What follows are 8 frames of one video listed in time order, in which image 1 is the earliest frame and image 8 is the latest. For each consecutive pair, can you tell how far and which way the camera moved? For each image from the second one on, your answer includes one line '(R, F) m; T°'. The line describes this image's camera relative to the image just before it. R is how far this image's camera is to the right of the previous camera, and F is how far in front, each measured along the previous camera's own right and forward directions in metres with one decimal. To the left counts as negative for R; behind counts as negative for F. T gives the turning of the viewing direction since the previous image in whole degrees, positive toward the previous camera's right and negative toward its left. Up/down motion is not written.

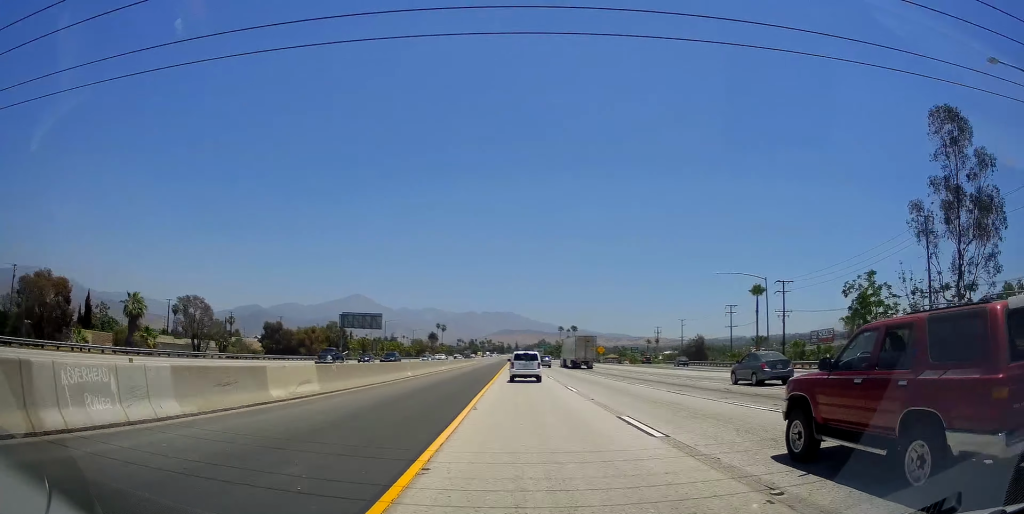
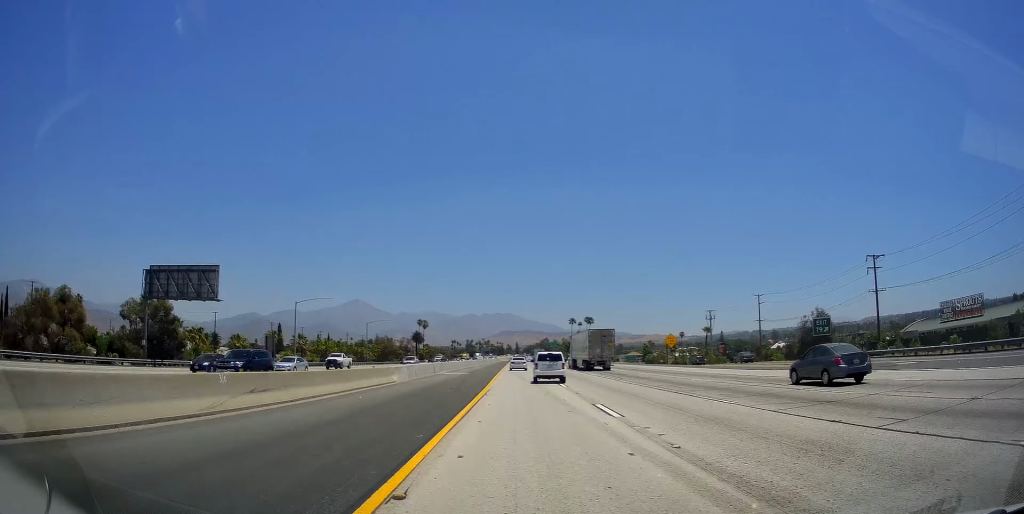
(0.0, +70.2) m; 0°
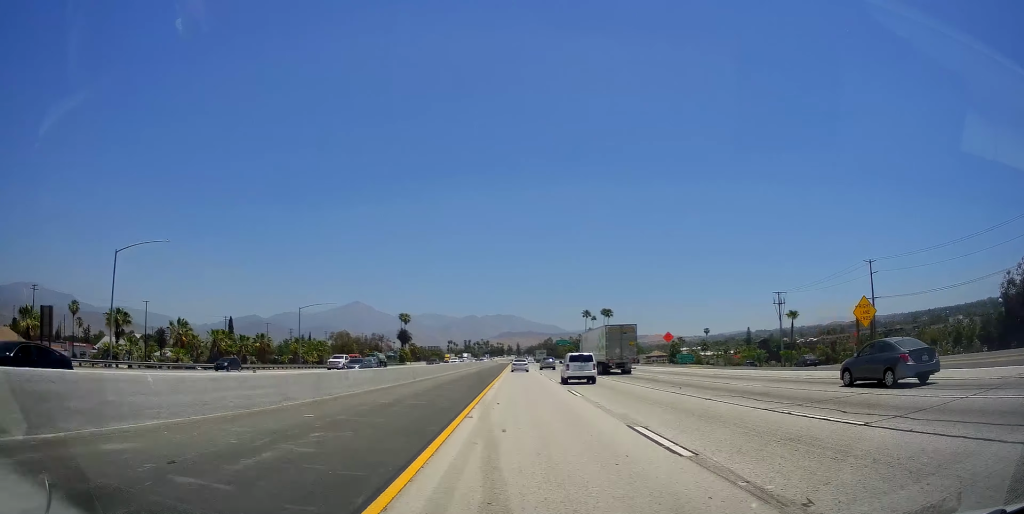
(-0.1, +48.6) m; 0°
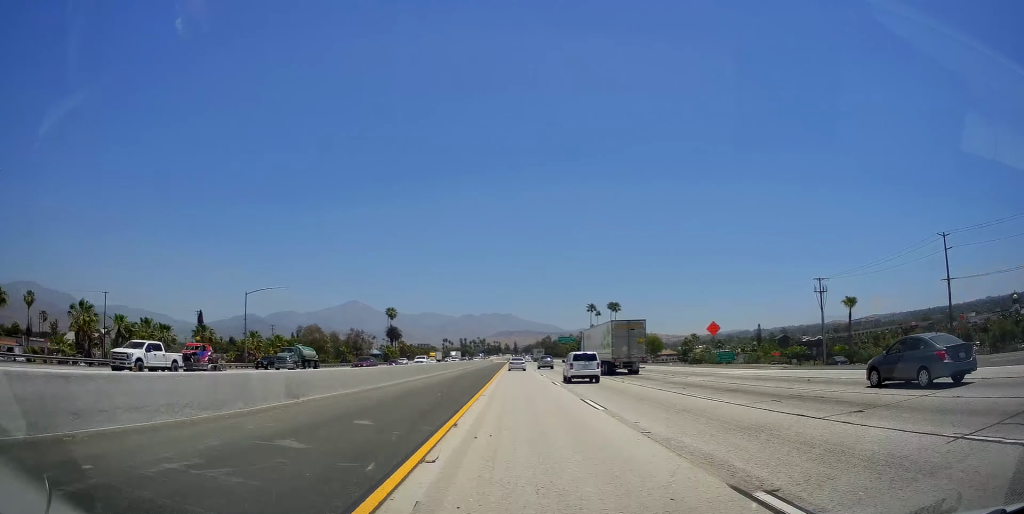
(0.0, +21.6) m; 0°
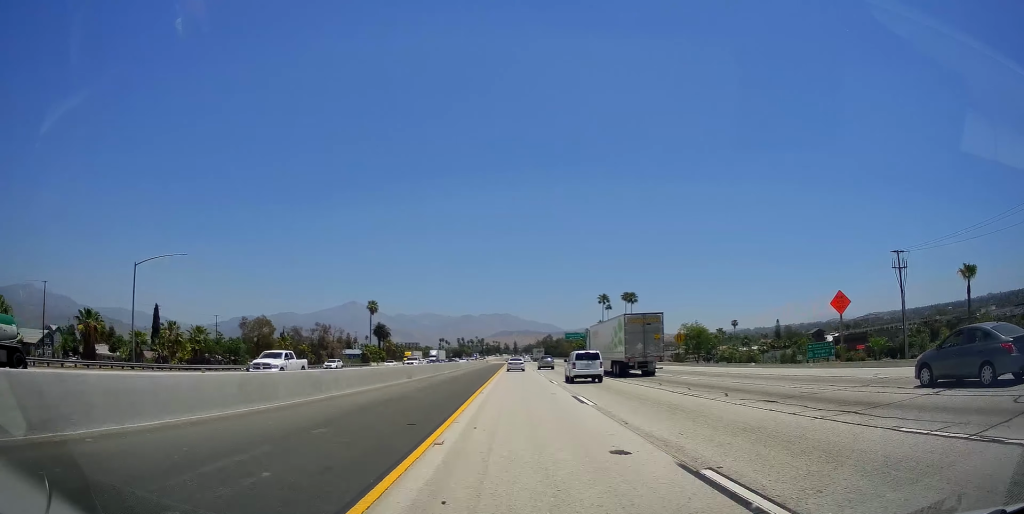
(-0.2, +29.1) m; 0°
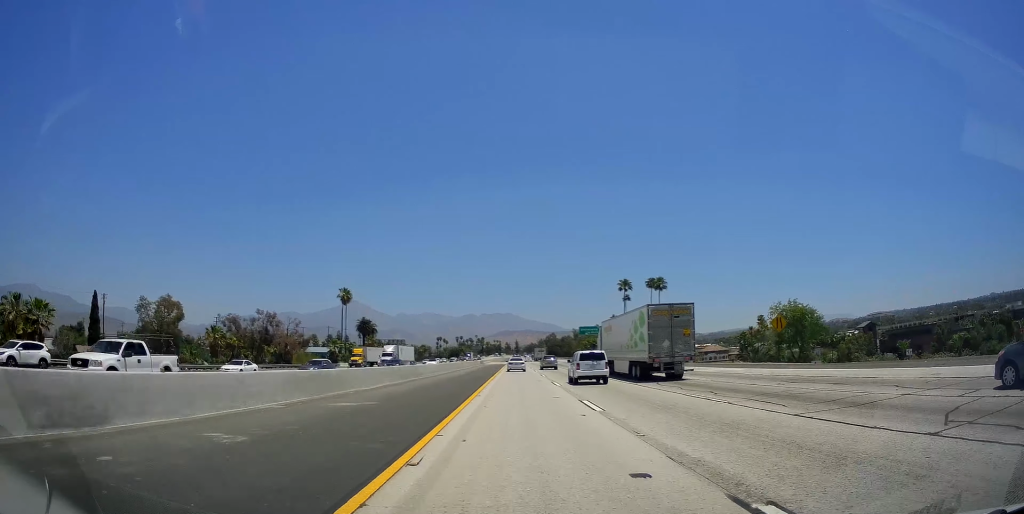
(+0.2, +30.5) m; 0°
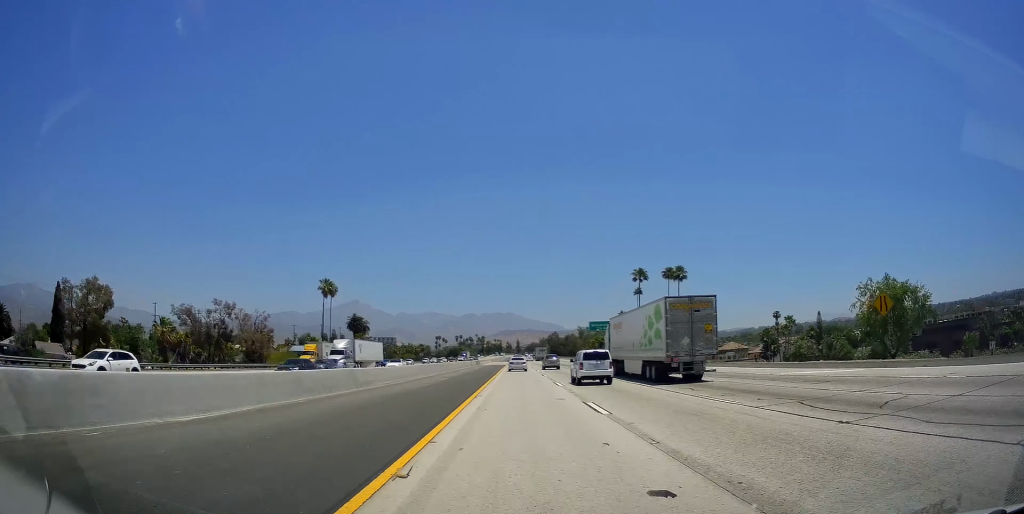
(0.0, +15.2) m; 0°
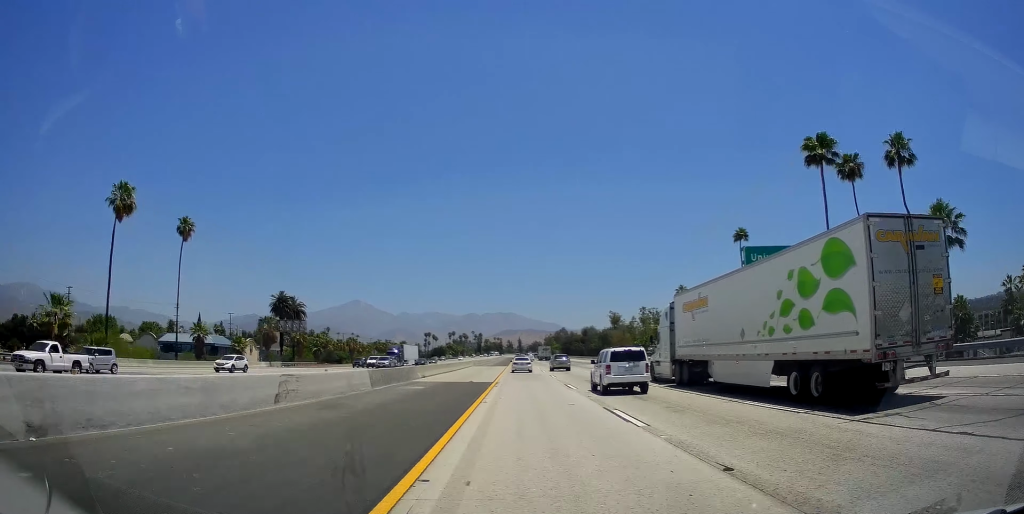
(-0.1, +73.3) m; -1°
